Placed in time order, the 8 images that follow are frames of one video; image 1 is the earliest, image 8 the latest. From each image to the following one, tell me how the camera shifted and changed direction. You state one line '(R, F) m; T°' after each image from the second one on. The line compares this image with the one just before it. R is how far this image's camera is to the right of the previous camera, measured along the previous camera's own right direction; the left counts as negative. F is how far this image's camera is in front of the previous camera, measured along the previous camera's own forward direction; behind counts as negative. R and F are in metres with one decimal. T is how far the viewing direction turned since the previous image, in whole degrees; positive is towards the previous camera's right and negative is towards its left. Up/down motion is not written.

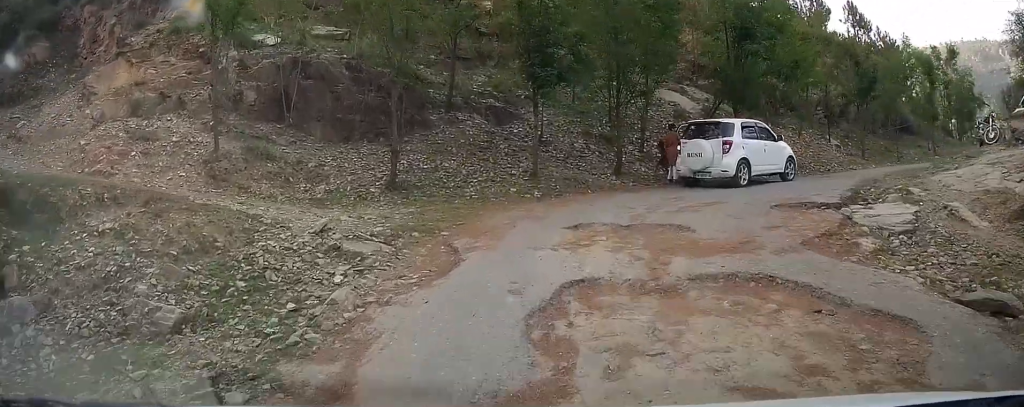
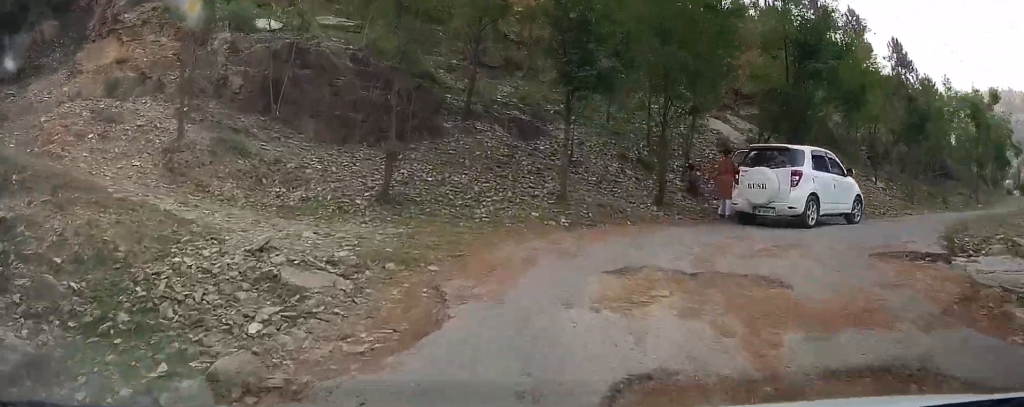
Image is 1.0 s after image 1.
(0.0, +2.4) m; +2°
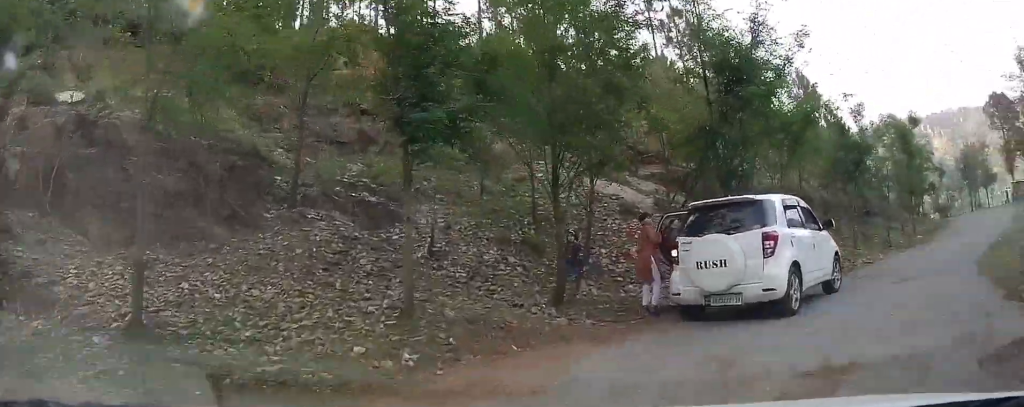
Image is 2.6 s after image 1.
(+0.1, +4.0) m; +9°
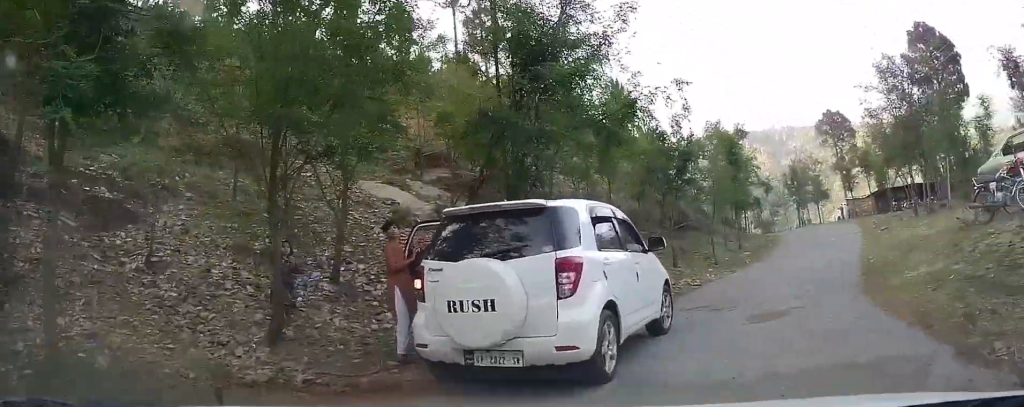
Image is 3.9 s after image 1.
(+0.3, +3.3) m; +15°
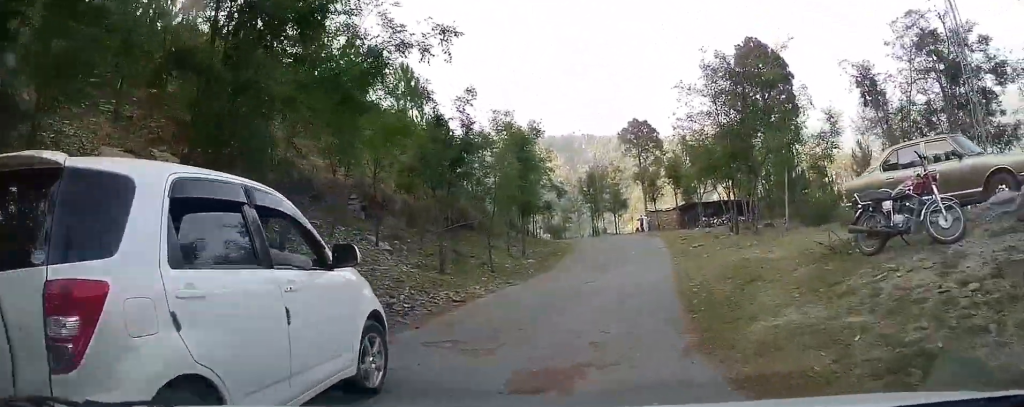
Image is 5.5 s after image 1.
(+0.8, +3.8) m; +16°
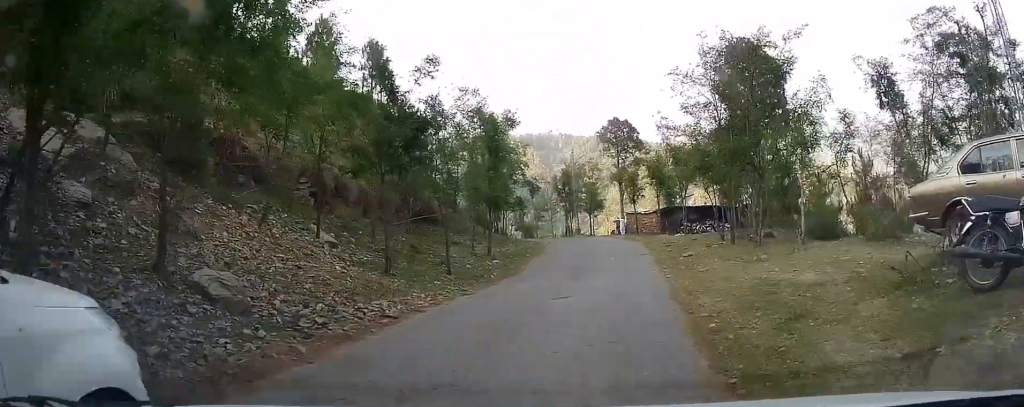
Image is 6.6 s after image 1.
(+0.3, +2.7) m; +9°
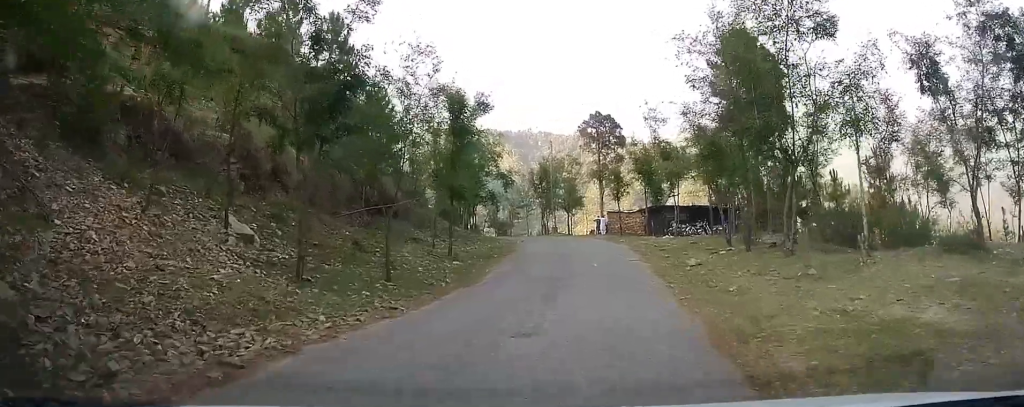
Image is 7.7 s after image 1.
(+0.1, +3.5) m; 0°
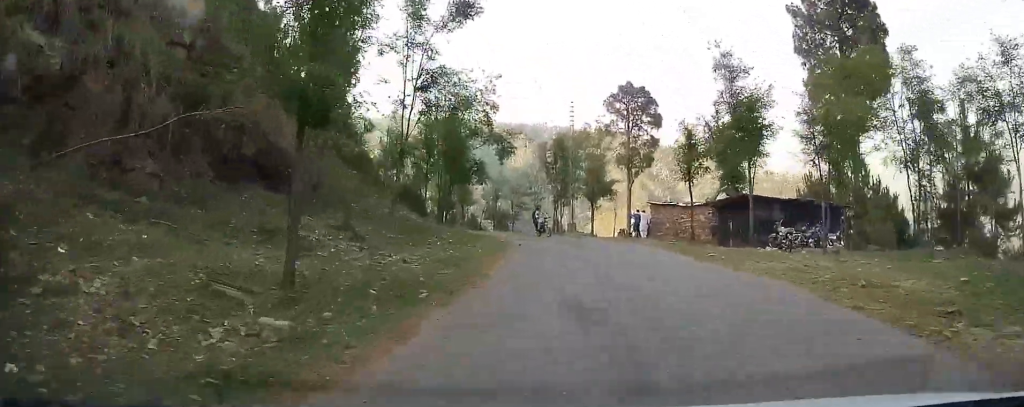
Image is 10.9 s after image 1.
(-0.2, +13.2) m; -1°
